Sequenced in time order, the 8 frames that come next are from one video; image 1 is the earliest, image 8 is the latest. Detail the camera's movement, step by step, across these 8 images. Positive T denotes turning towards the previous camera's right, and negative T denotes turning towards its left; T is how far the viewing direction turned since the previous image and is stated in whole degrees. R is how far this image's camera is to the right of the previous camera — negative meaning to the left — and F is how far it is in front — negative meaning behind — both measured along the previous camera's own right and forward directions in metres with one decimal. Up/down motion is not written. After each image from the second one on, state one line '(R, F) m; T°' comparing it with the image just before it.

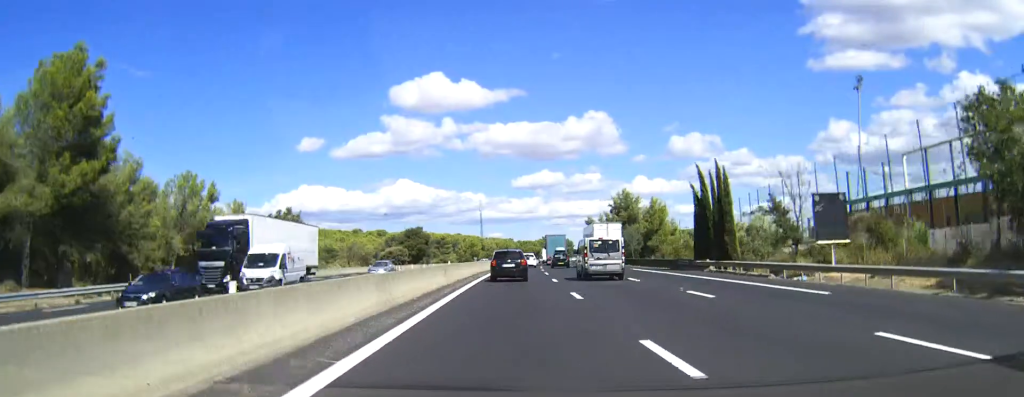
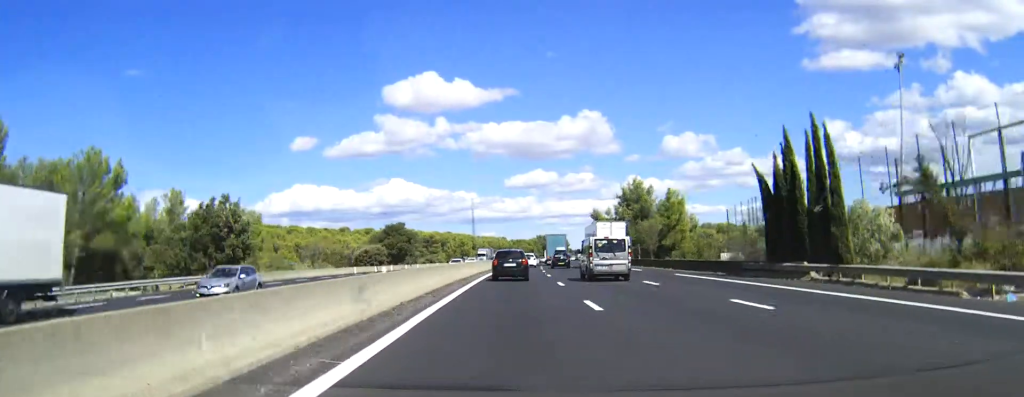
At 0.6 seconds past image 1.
(+0.1, +17.4) m; +1°
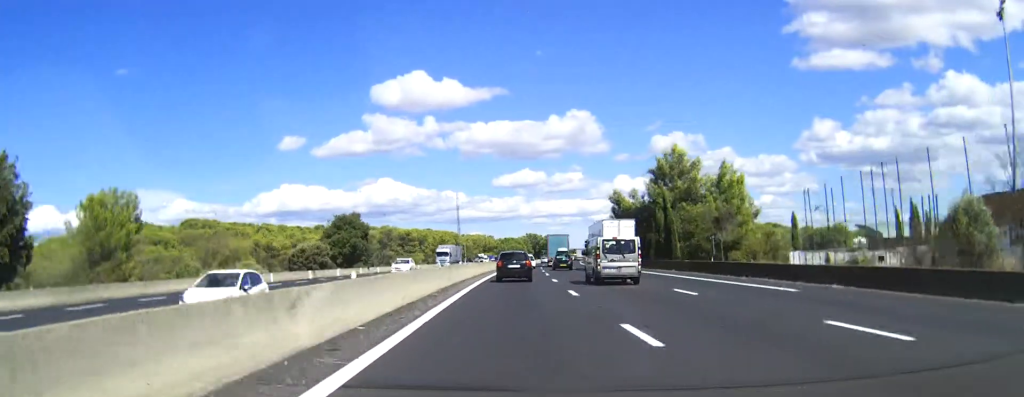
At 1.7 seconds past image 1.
(+0.4, +32.2) m; +1°
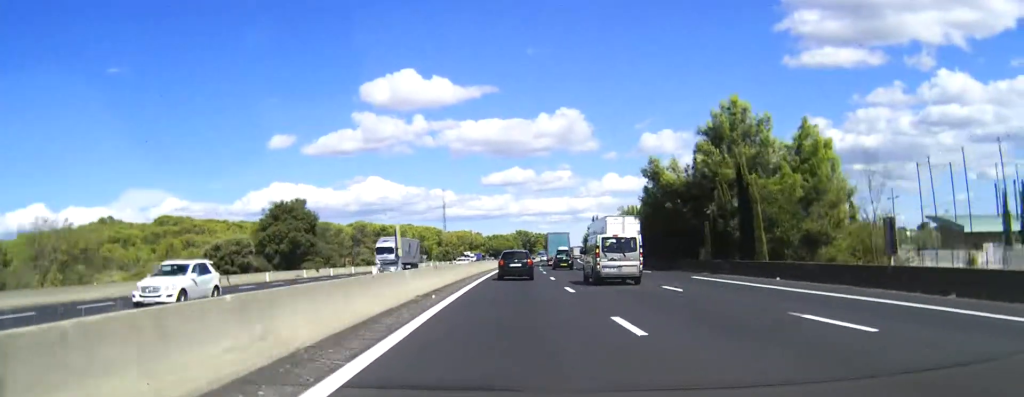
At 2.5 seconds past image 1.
(+0.1, +24.5) m; +1°
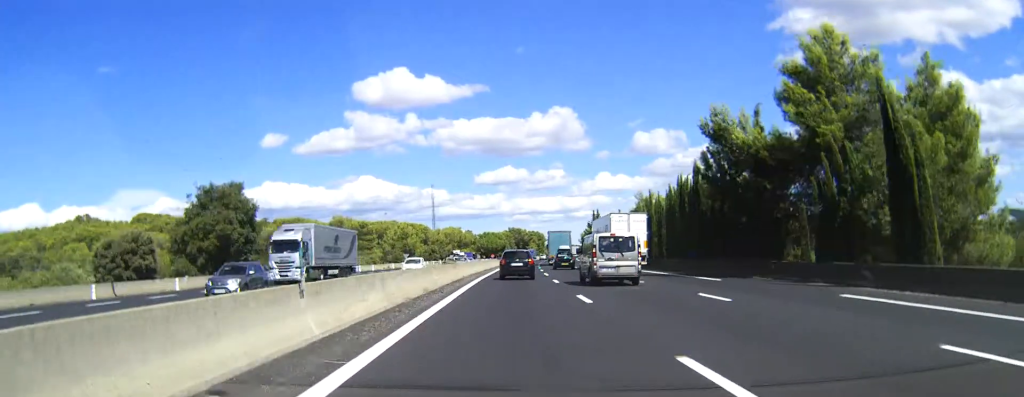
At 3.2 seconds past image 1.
(0.0, +18.6) m; +1°
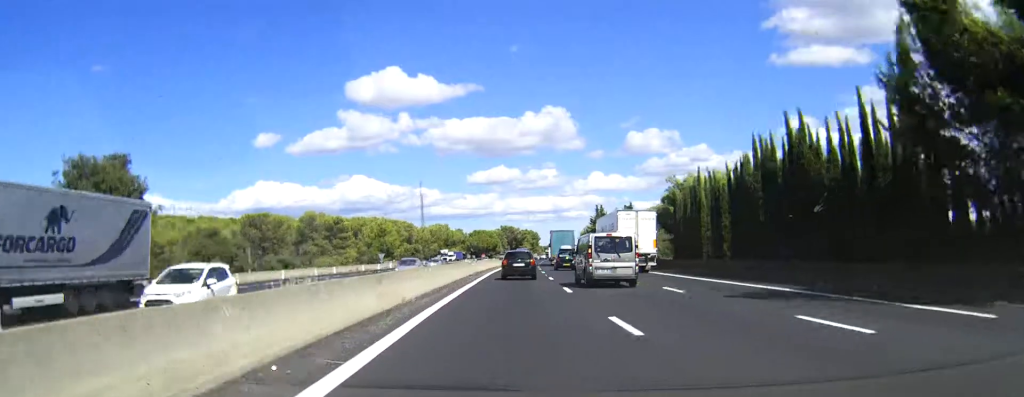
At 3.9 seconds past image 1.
(+0.1, +20.6) m; +1°
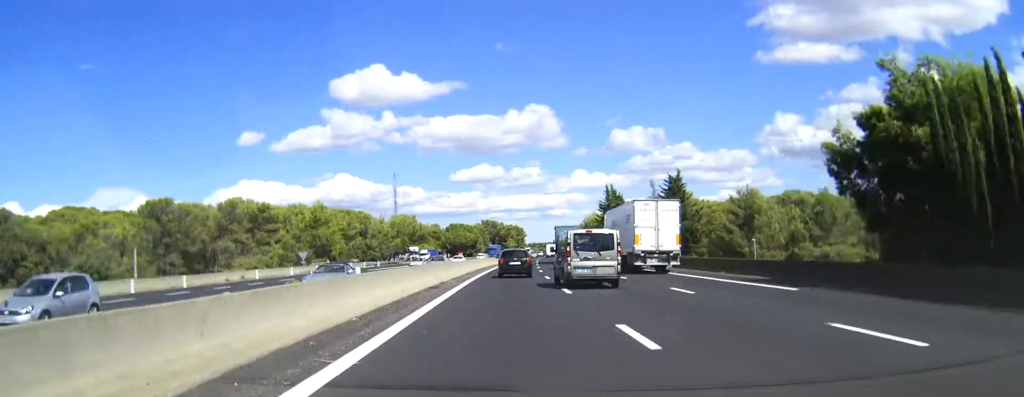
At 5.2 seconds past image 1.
(+0.5, +40.7) m; +1°
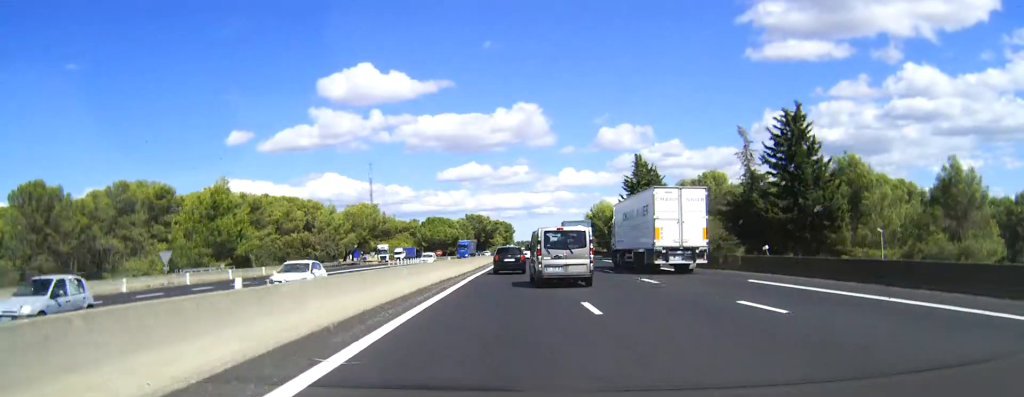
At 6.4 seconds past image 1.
(+0.2, +35.1) m; +1°
